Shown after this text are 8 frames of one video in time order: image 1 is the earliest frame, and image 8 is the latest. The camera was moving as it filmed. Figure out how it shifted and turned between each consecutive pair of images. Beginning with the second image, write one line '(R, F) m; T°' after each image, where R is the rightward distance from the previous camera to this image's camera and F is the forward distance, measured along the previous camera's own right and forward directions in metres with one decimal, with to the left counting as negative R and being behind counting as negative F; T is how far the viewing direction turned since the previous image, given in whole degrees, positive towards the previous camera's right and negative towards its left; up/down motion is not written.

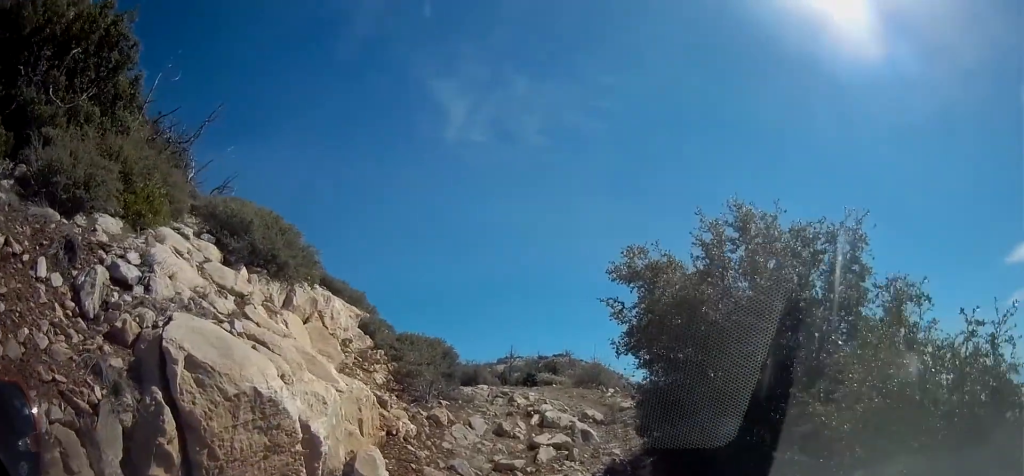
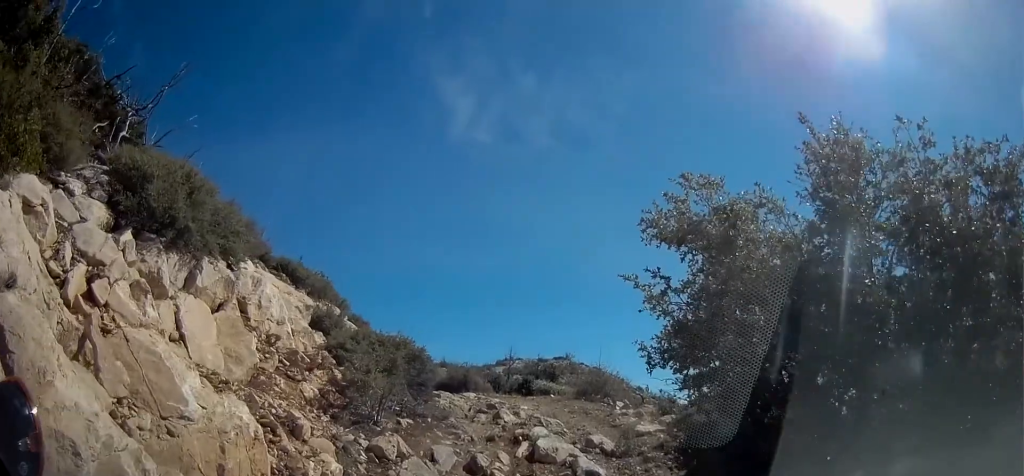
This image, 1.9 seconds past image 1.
(+0.2, +2.6) m; 0°
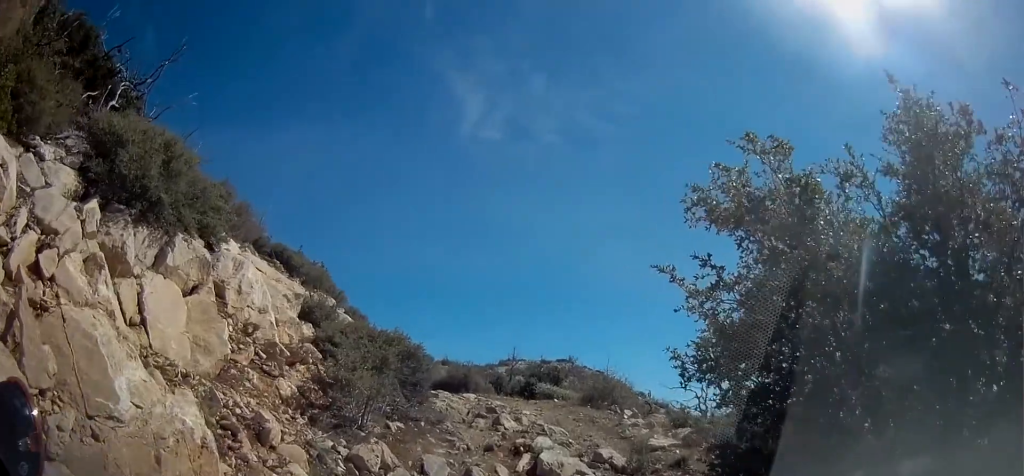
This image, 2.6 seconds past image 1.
(-0.2, +0.8) m; 0°
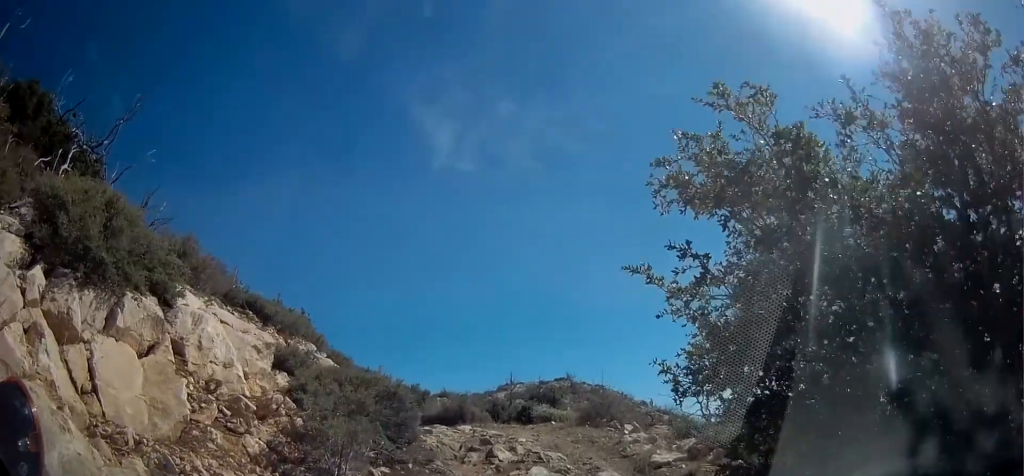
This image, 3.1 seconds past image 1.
(0.0, +0.6) m; 0°
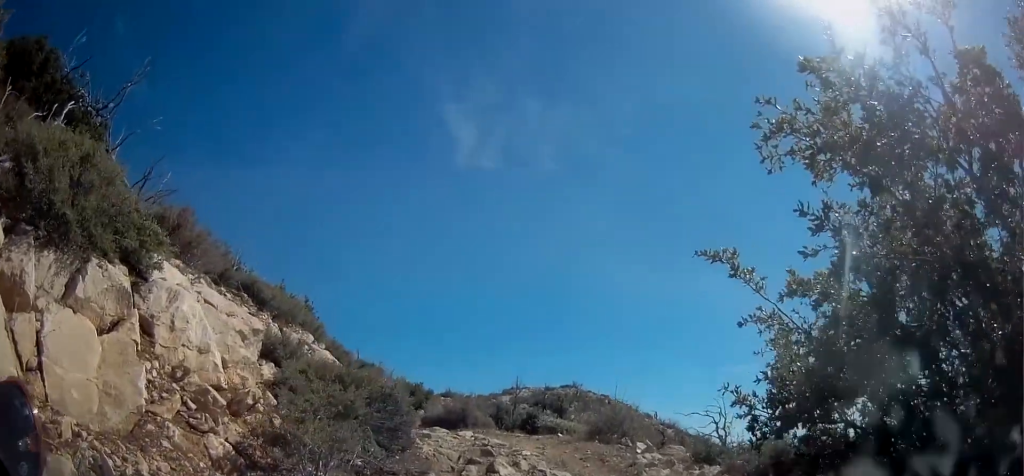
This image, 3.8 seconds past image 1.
(+0.5, +0.8) m; 0°
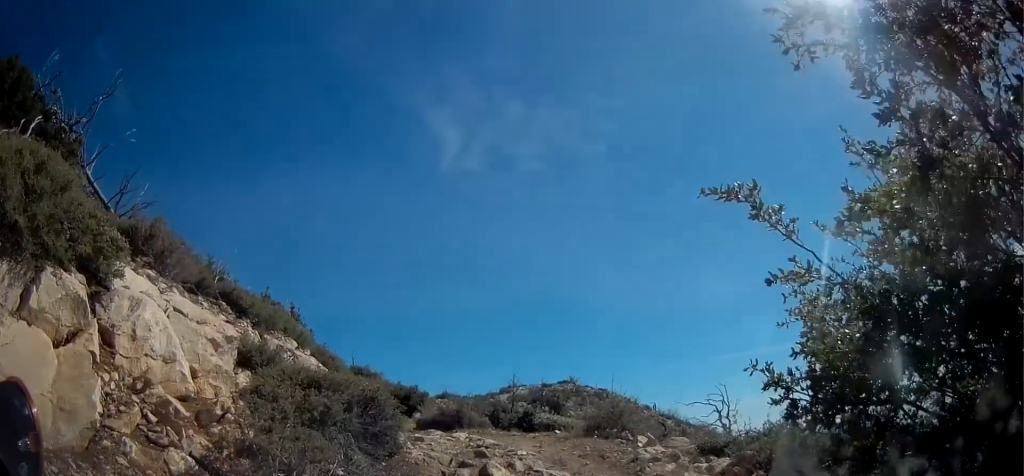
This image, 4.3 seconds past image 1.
(0.0, +0.4) m; 0°
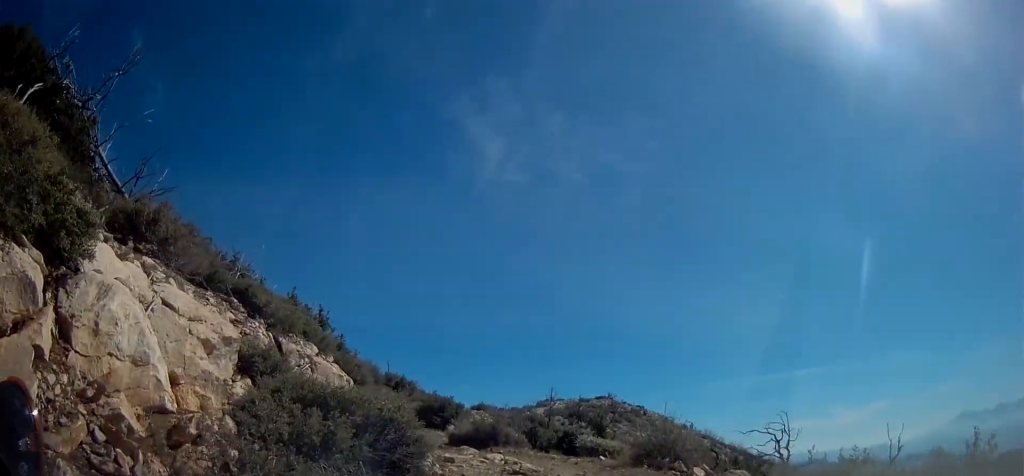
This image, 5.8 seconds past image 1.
(-0.2, +1.2) m; 0°
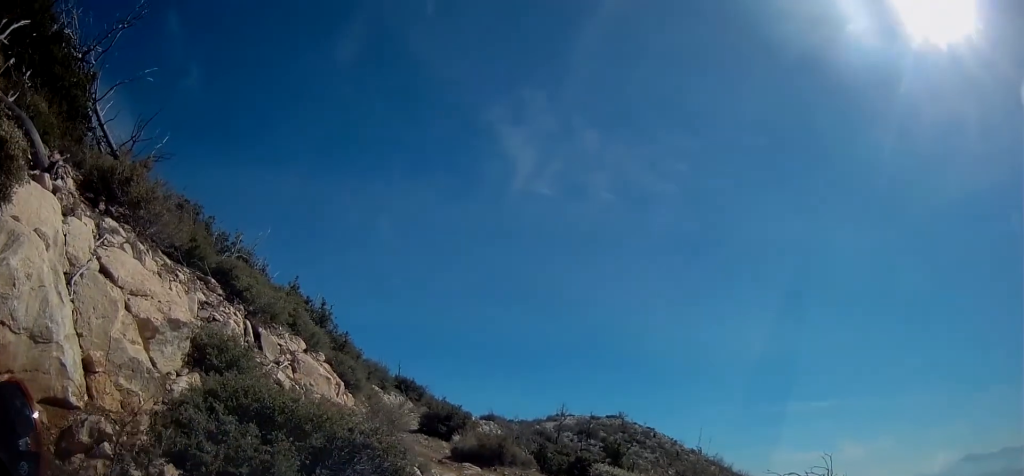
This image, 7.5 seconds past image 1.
(+0.6, +1.1) m; 0°
